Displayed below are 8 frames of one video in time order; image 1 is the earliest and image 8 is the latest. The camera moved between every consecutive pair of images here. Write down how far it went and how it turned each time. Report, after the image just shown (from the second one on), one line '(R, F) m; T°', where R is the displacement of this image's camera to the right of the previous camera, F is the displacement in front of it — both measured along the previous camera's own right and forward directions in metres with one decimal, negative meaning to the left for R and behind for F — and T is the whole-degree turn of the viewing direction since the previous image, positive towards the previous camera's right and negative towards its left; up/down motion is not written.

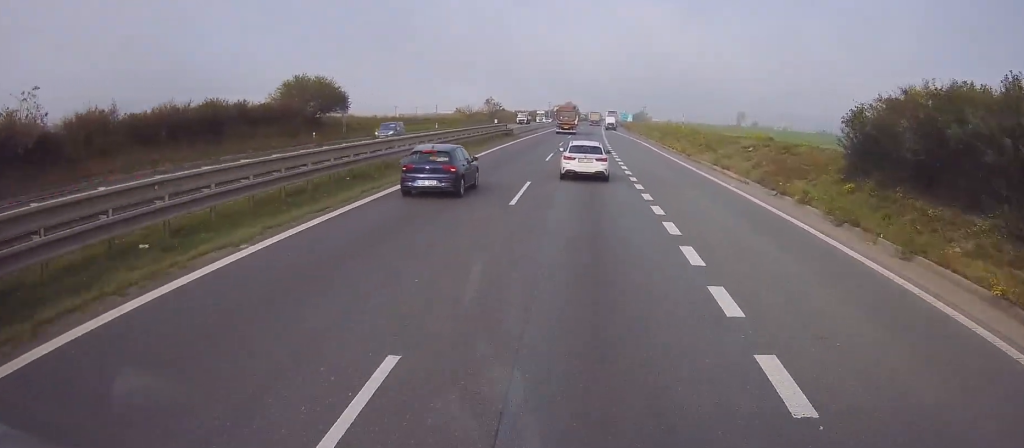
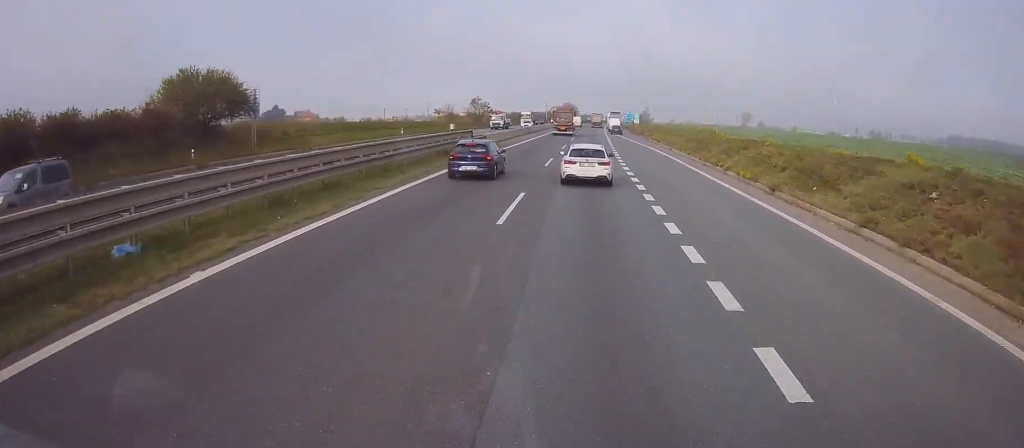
(+0.1, +21.4) m; +1°
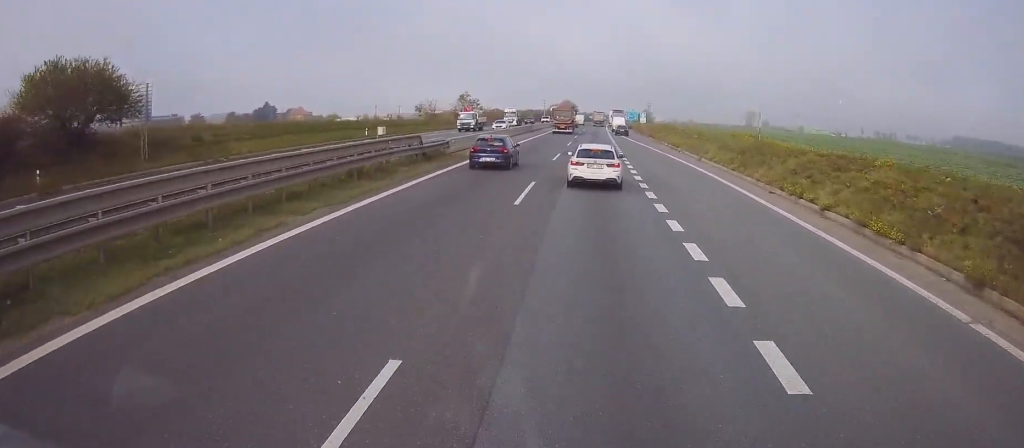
(+0.2, +15.4) m; 0°
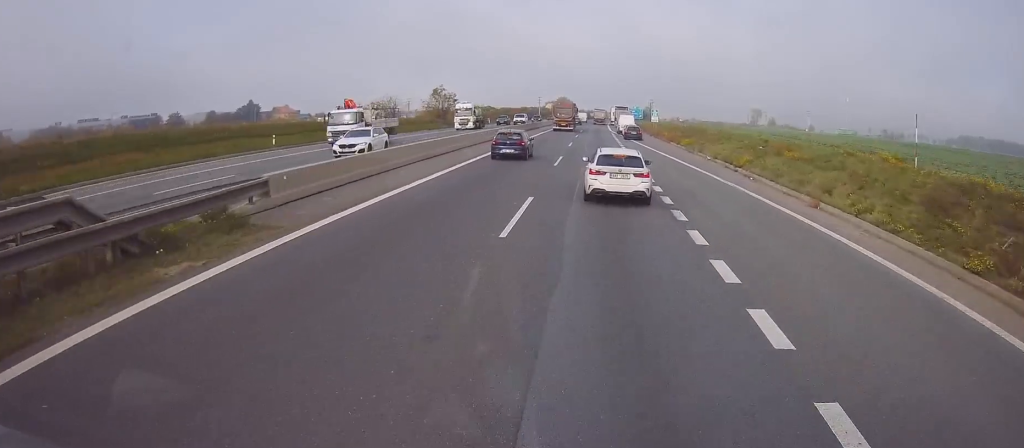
(-0.3, +24.0) m; 0°
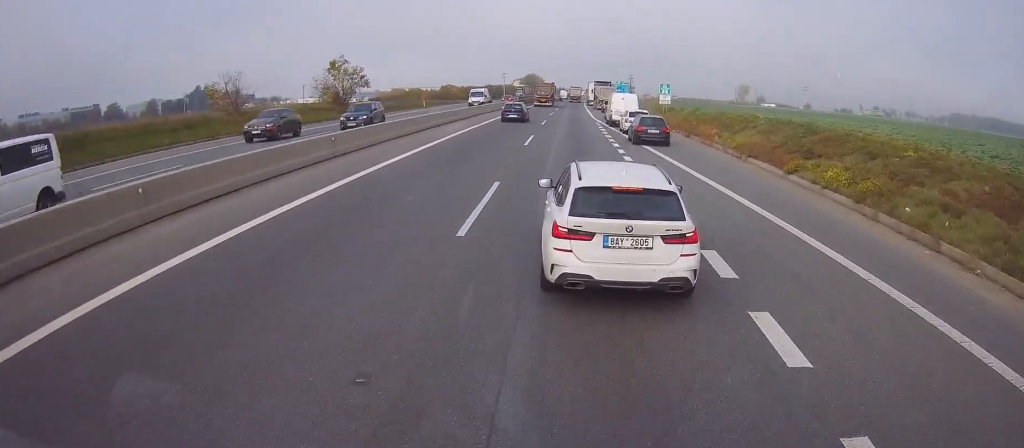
(+0.8, +44.6) m; +1°
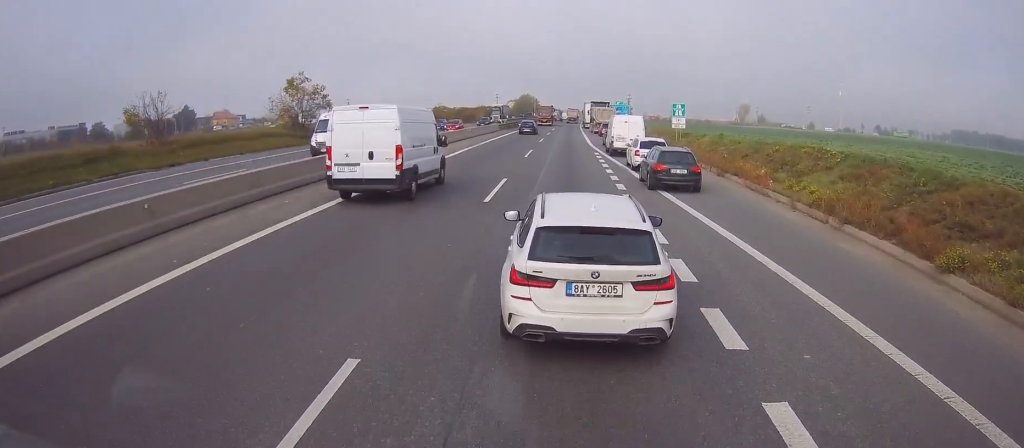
(+0.1, +18.1) m; +3°
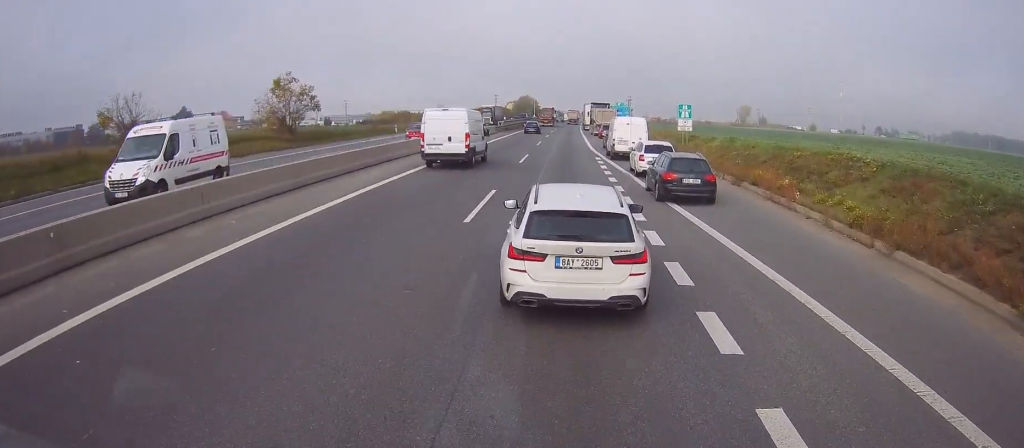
(+0.1, +4.8) m; +1°
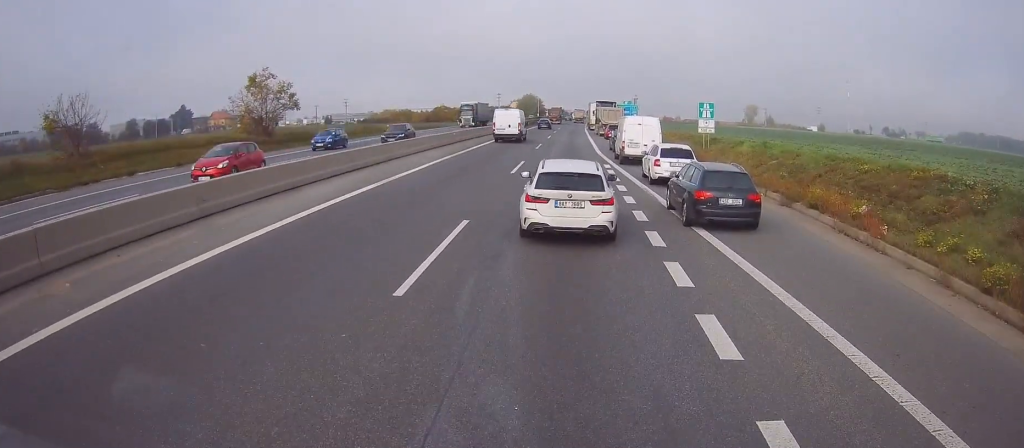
(+0.2, +7.0) m; 0°
